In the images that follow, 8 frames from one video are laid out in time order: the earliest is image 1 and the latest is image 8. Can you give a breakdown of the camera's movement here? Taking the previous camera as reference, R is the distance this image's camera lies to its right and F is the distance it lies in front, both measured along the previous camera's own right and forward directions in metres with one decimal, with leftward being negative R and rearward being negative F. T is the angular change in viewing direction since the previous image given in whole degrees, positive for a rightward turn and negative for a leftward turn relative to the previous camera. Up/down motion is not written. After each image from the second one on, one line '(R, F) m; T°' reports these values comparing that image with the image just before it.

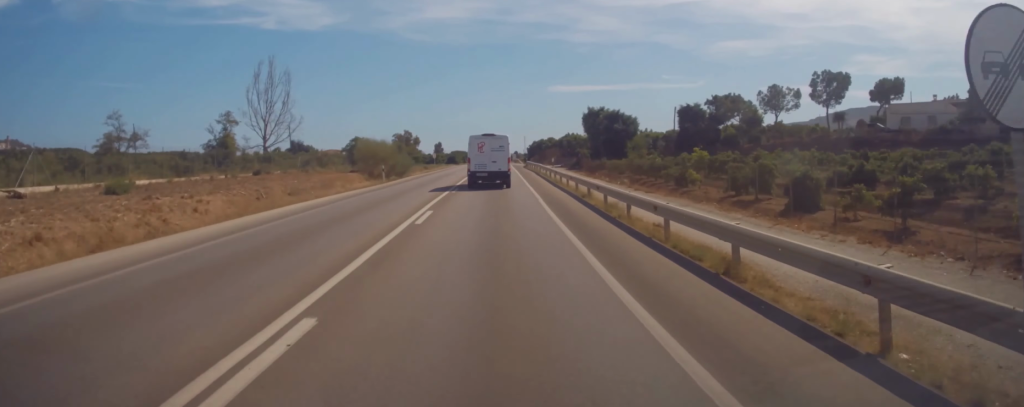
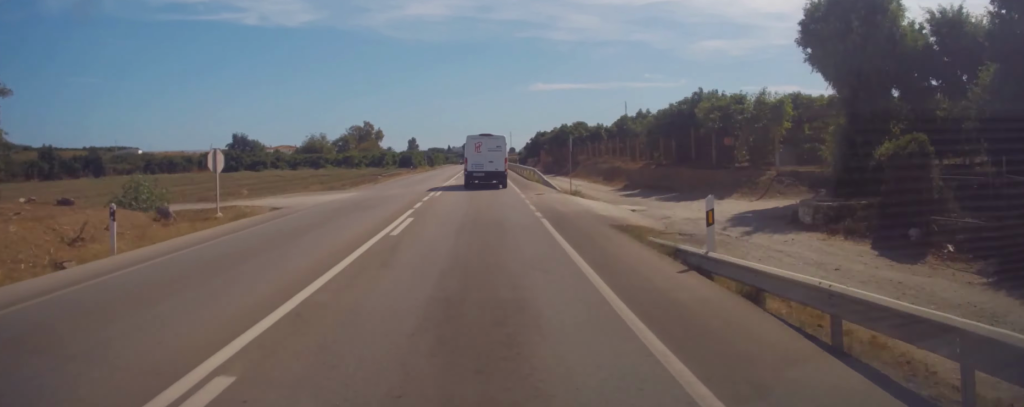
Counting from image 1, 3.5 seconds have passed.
(+3.4, +71.5) m; +2°
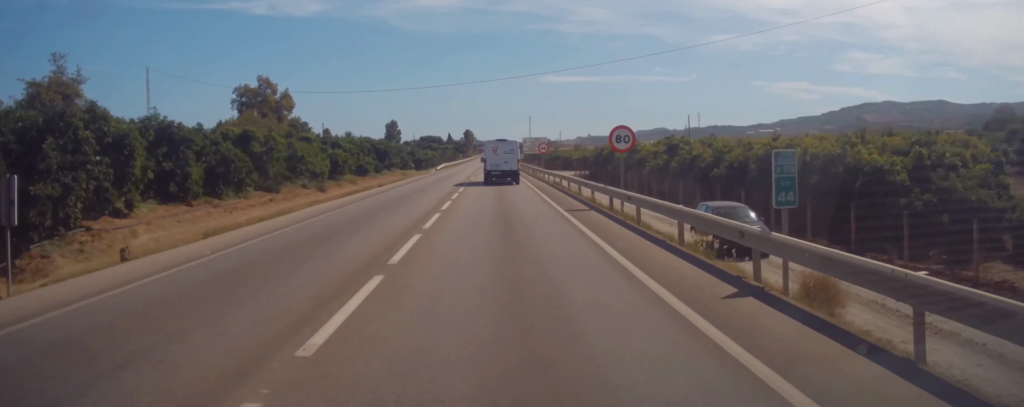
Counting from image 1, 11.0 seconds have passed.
(+0.8, +156.4) m; +1°
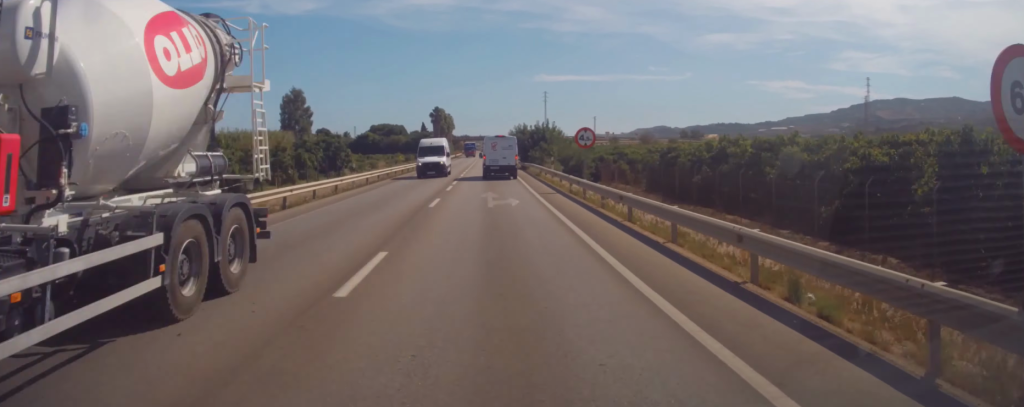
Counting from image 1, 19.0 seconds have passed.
(+0.9, +175.2) m; 0°
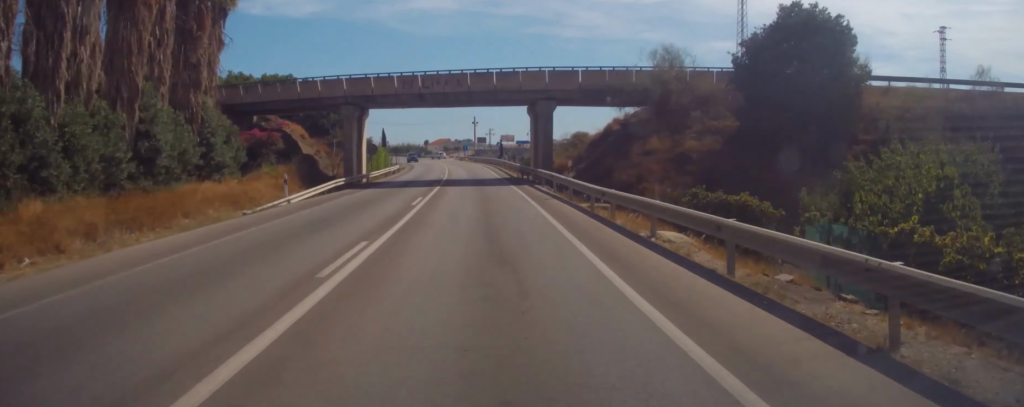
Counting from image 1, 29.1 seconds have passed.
(-6.6, +229.6) m; -9°
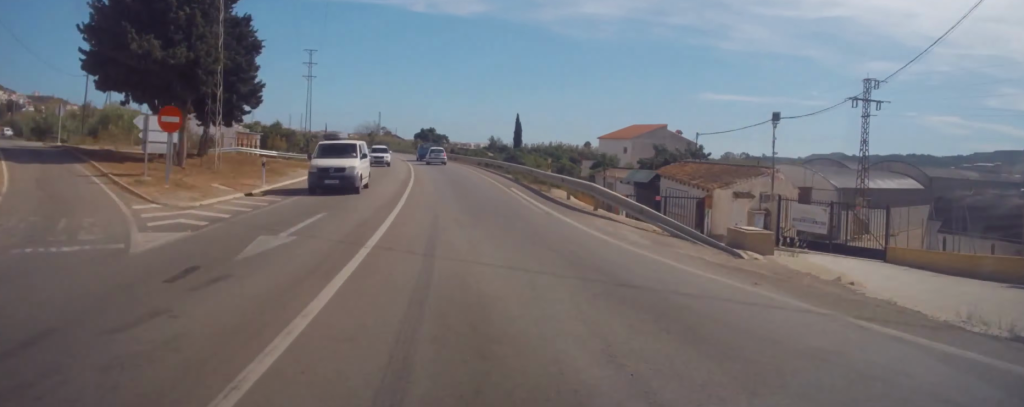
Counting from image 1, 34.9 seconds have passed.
(-10.7, +131.3) m; -10°
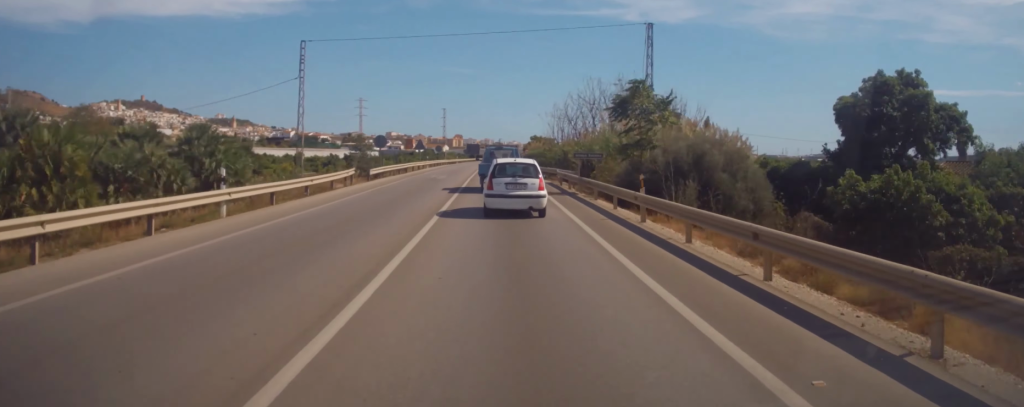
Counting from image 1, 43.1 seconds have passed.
(-19.1, +147.2) m; +3°
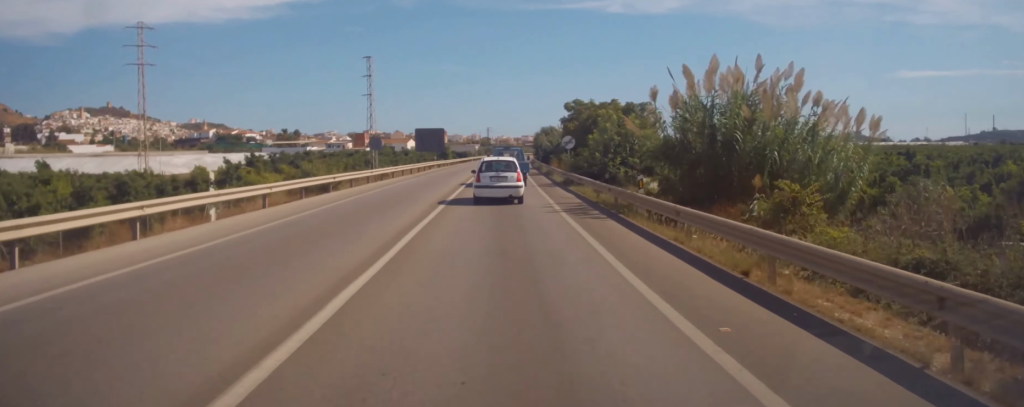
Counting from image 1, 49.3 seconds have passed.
(+25.7, +188.5) m; +7°
